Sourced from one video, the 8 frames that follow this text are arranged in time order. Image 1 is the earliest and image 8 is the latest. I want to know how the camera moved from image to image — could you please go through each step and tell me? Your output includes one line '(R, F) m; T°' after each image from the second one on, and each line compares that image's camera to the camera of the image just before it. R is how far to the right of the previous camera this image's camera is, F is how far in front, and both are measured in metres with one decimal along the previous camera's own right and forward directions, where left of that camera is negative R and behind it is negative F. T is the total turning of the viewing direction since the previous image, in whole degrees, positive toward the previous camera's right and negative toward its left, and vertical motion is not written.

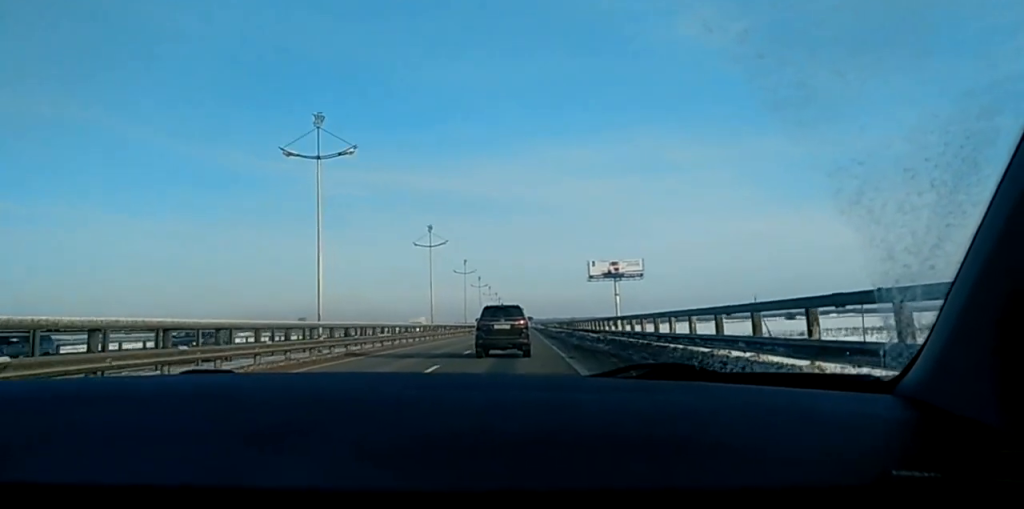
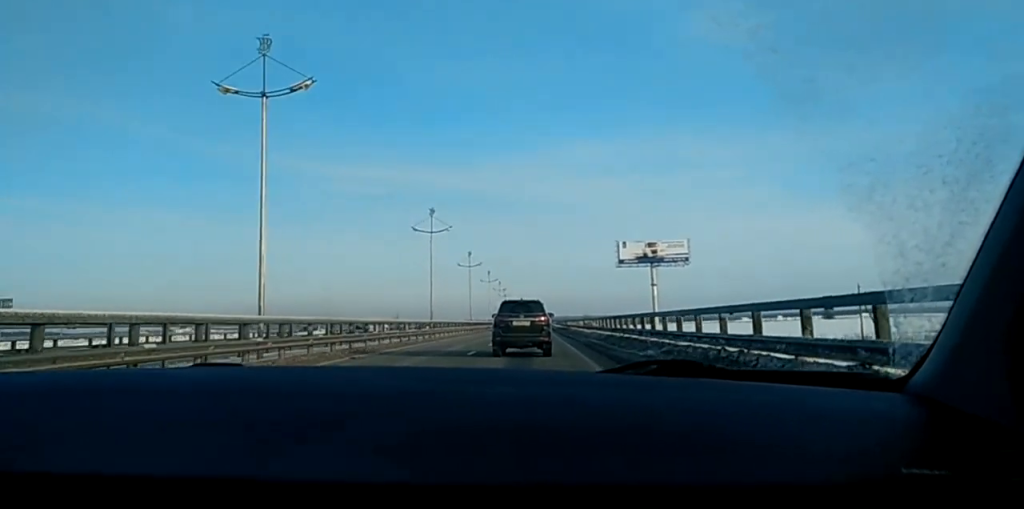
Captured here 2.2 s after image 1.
(+0.5, +53.0) m; +1°
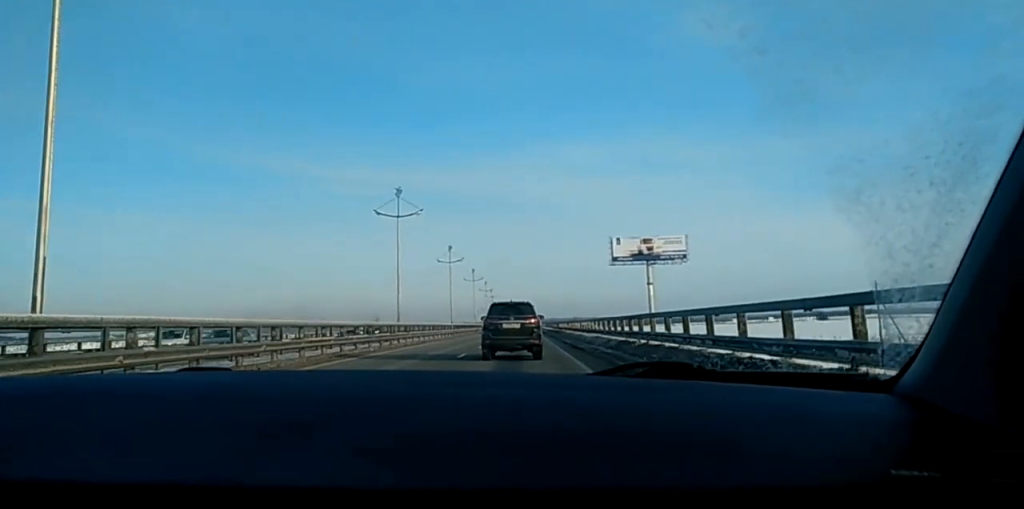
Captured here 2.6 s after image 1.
(0.0, +11.8) m; 0°
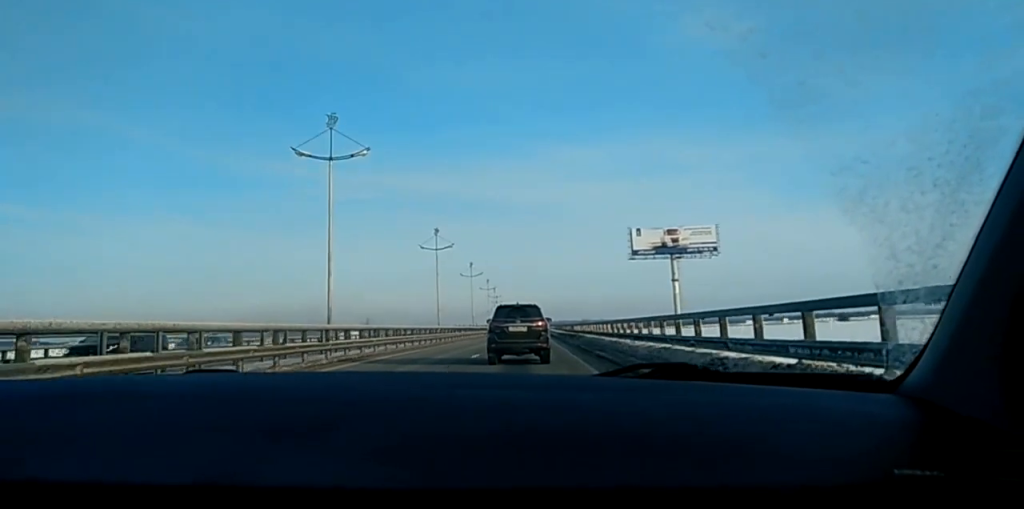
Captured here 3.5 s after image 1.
(+0.2, +21.3) m; +1°
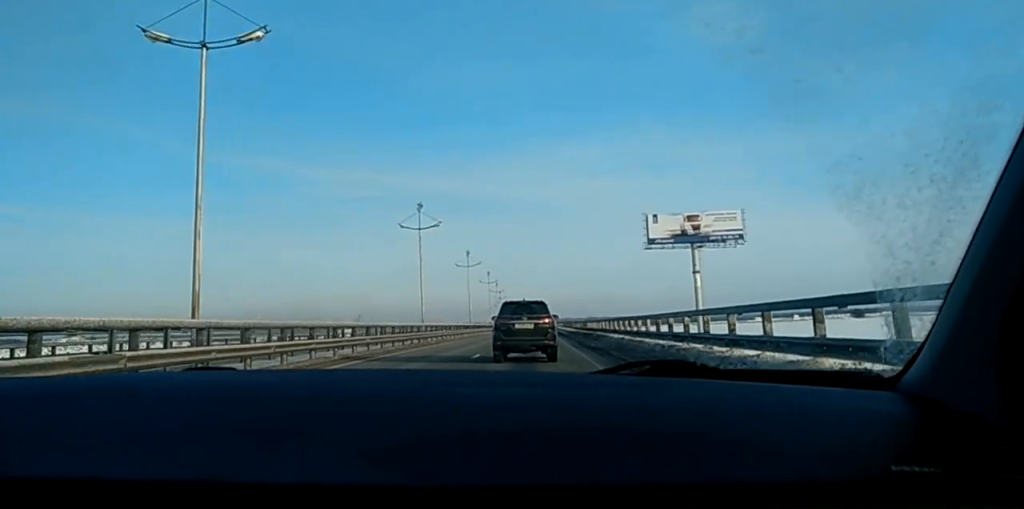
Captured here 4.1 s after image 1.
(+0.1, +14.5) m; 0°
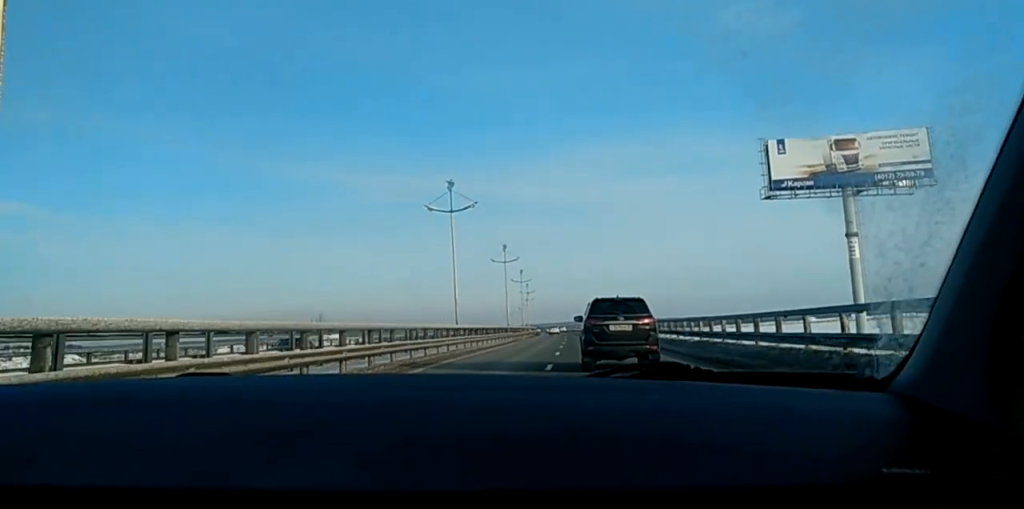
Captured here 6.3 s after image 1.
(-0.8, +54.5) m; -2°
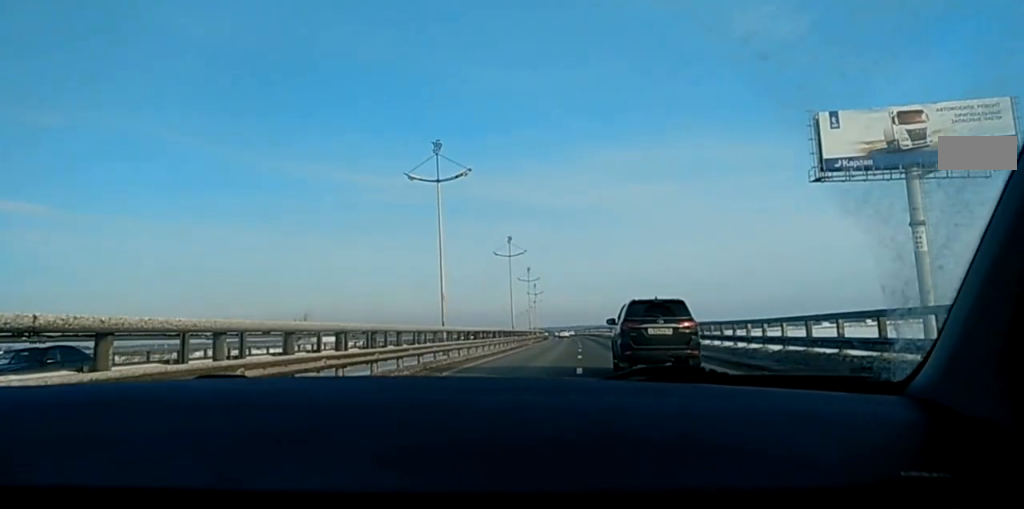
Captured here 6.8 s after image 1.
(0.0, +12.2) m; -1°
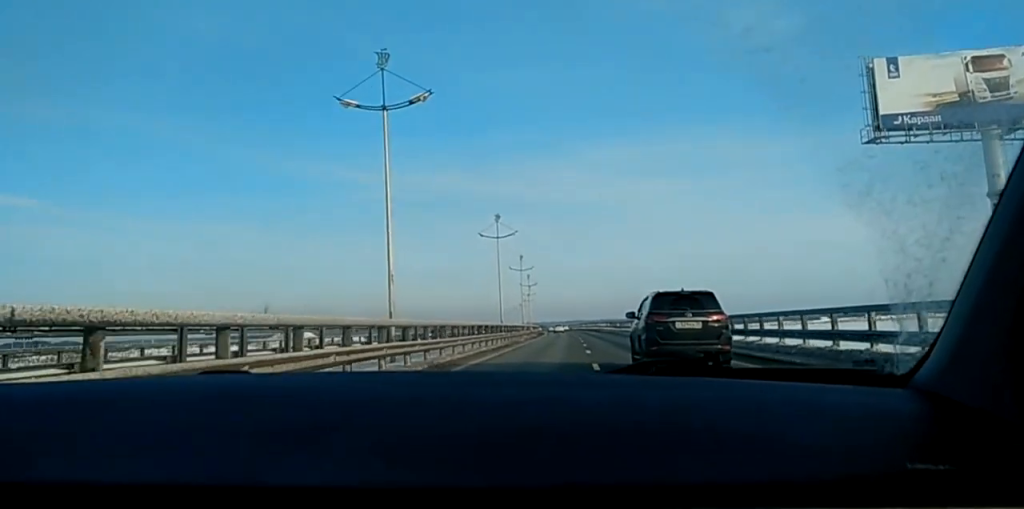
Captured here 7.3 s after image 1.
(-0.2, +13.2) m; 0°
